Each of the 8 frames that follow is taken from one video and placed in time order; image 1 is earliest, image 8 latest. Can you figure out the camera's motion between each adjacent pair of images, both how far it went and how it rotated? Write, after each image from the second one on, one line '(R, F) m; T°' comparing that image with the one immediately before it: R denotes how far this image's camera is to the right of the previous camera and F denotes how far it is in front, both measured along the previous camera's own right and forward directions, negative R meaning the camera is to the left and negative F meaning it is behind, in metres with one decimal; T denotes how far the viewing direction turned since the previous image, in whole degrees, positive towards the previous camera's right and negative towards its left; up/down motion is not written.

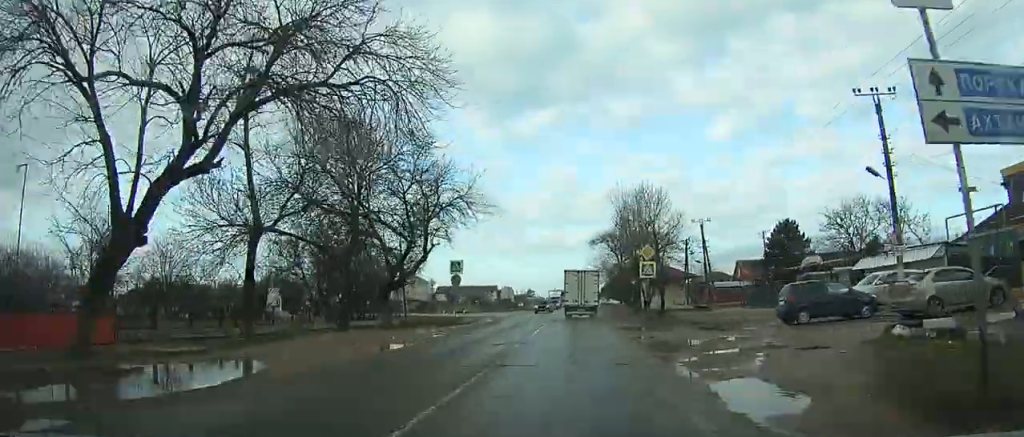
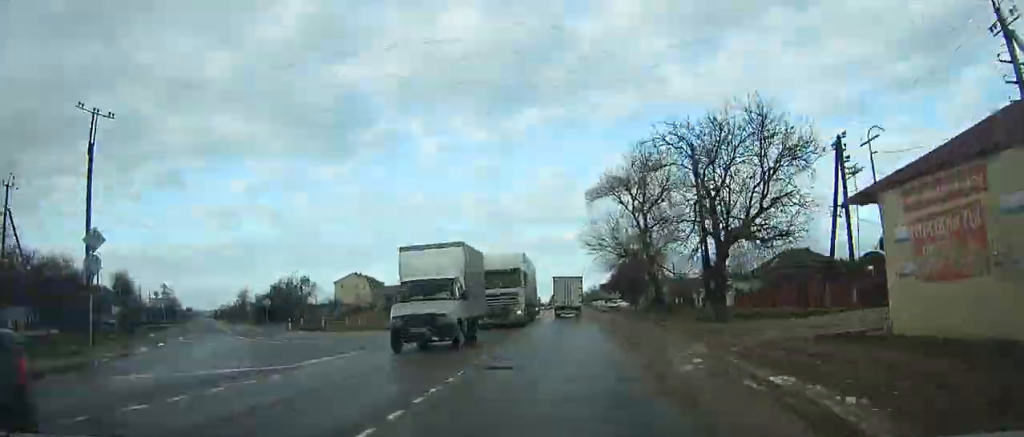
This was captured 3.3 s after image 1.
(+0.9, +51.3) m; 0°
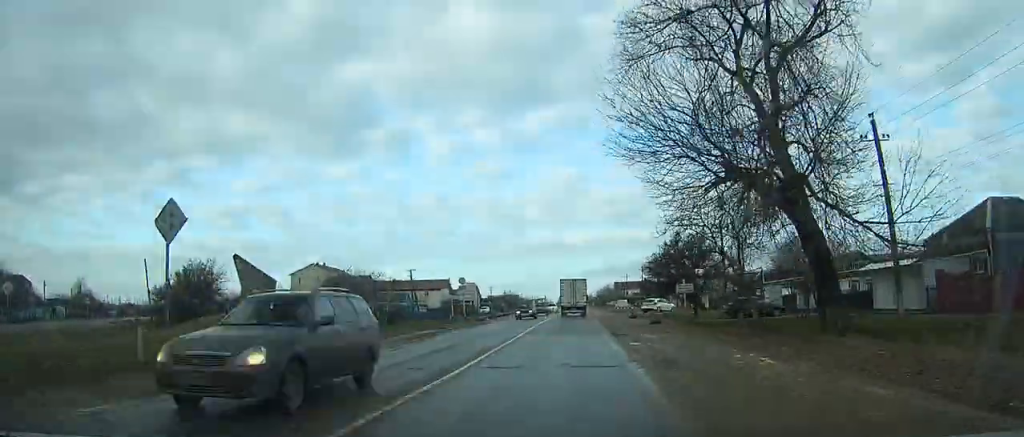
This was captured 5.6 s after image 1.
(-0.5, +36.8) m; -1°
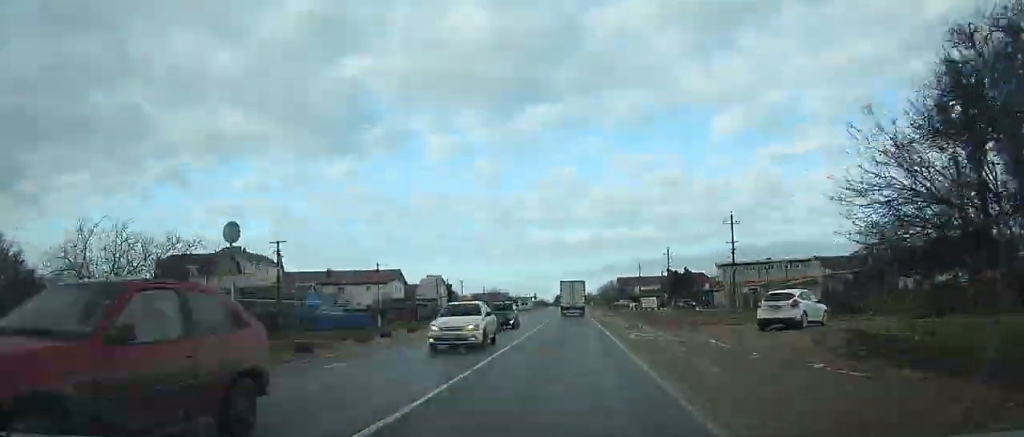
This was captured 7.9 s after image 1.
(-0.1, +38.4) m; 0°
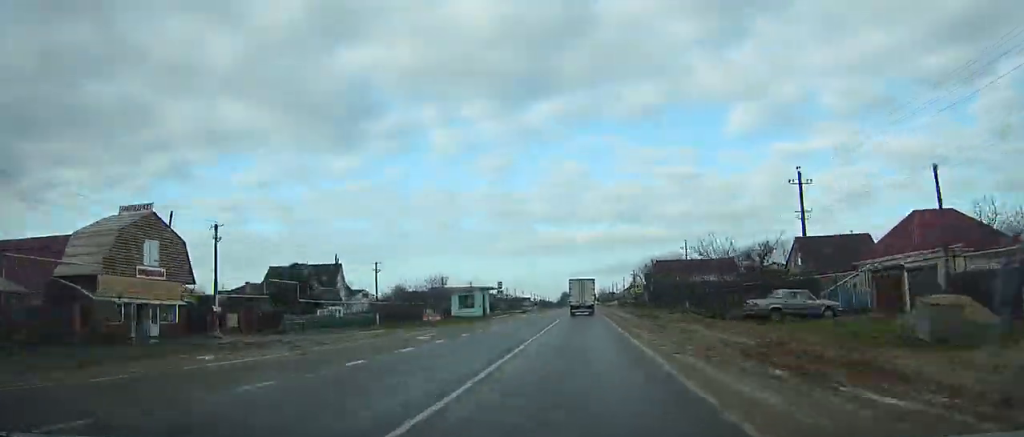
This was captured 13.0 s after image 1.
(+0.2, +89.0) m; +1°
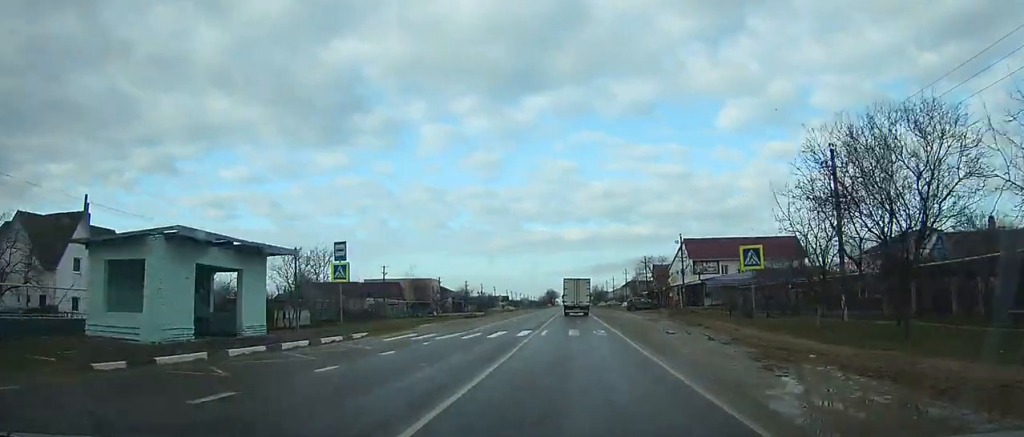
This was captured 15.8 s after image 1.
(+0.3, +50.7) m; 0°
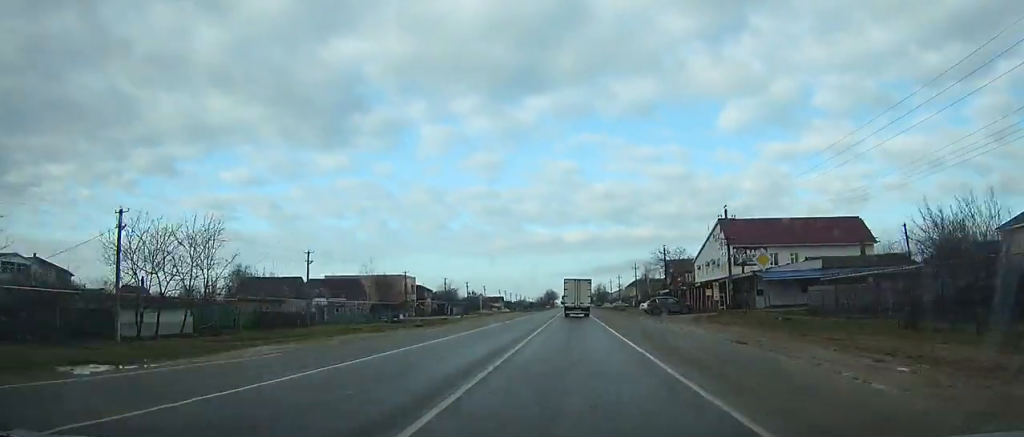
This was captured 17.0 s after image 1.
(+0.1, +22.0) m; 0°
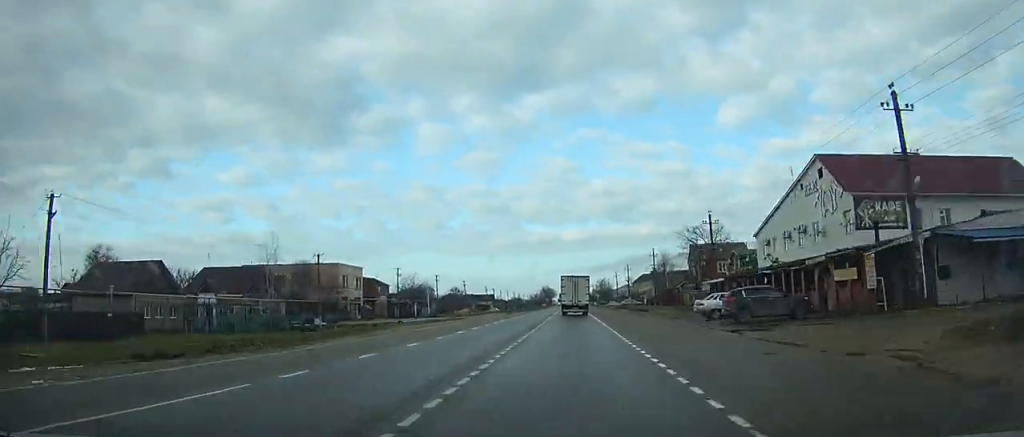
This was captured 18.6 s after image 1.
(0.0, +29.5) m; 0°
